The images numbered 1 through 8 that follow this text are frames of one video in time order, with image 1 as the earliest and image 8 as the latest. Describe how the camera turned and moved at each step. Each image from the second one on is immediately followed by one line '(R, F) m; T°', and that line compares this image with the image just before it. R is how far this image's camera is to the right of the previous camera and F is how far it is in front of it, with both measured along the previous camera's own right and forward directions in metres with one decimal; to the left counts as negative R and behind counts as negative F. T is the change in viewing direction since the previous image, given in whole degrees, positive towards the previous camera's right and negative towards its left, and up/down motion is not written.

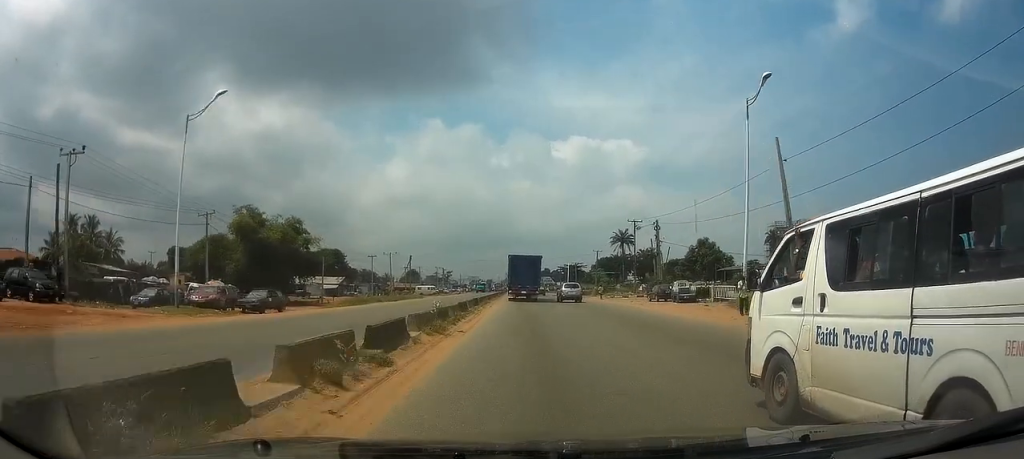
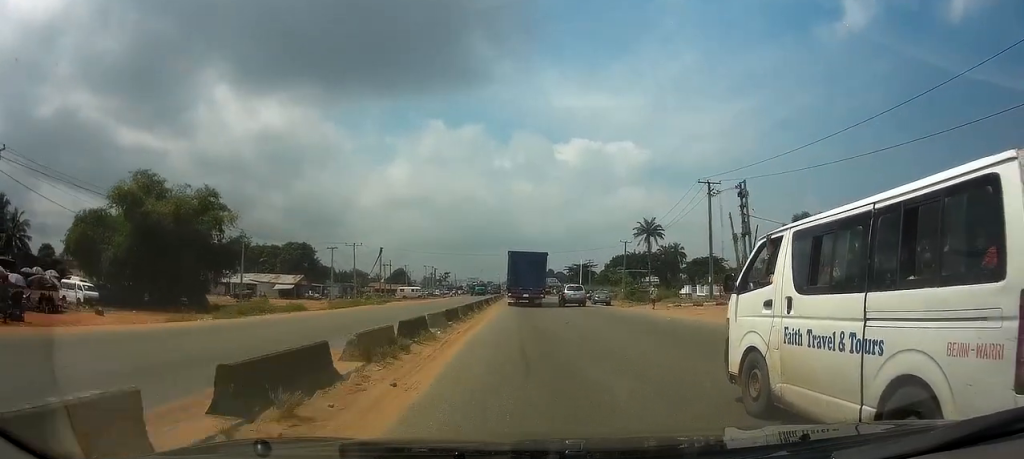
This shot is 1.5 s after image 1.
(-0.1, +27.2) m; 0°
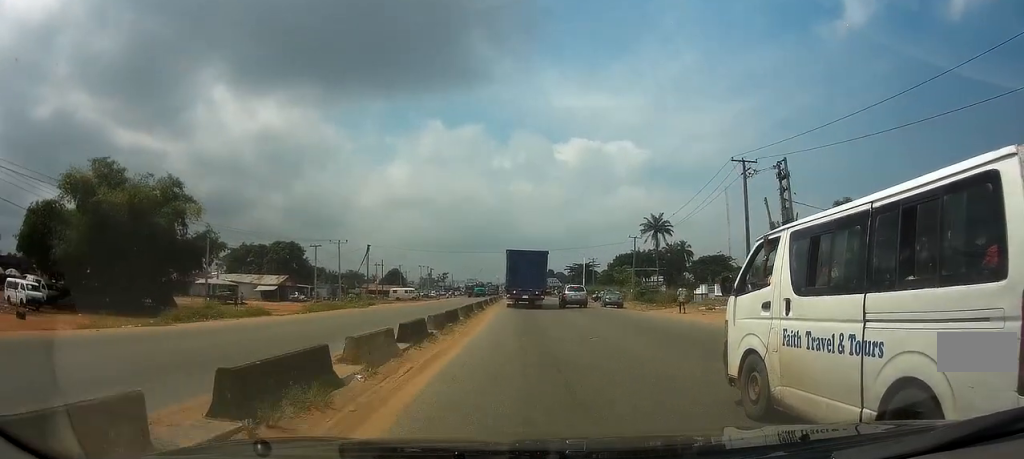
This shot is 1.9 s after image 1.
(0.0, +7.3) m; 0°
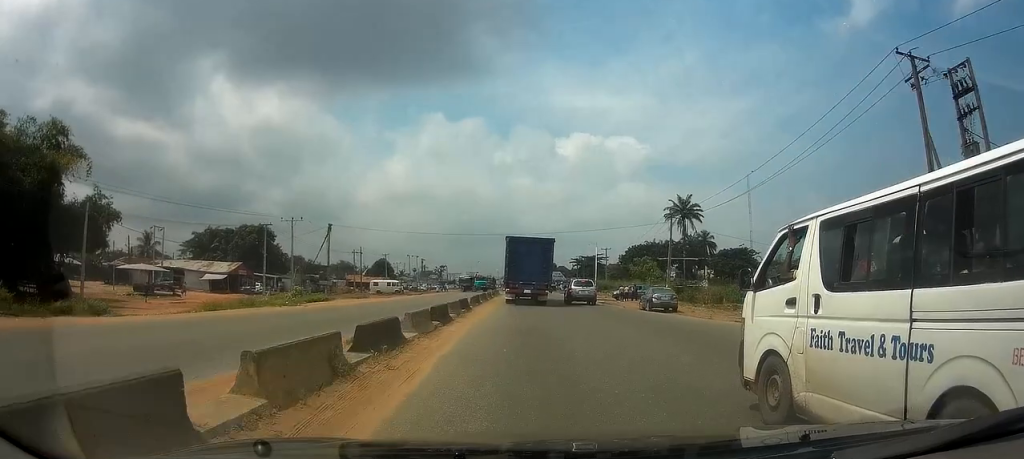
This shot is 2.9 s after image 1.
(0.0, +17.5) m; 0°
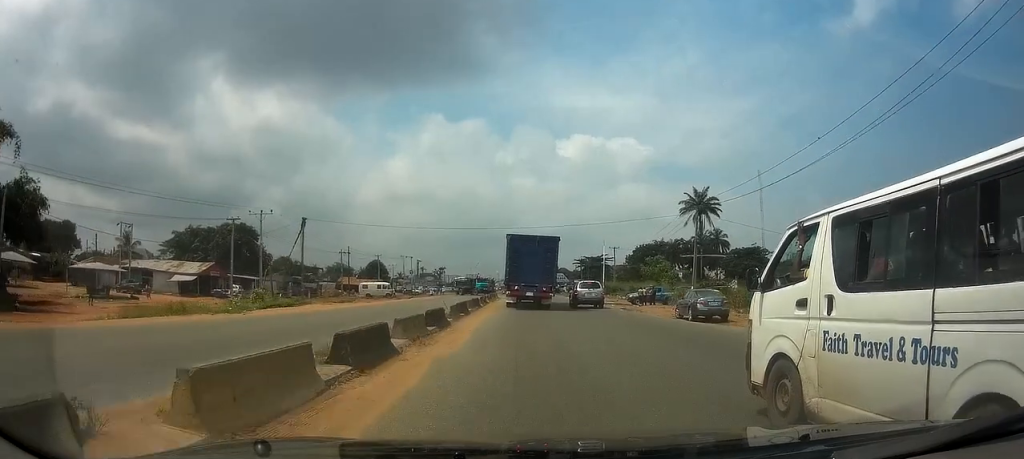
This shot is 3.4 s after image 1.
(0.0, +8.6) m; 0°
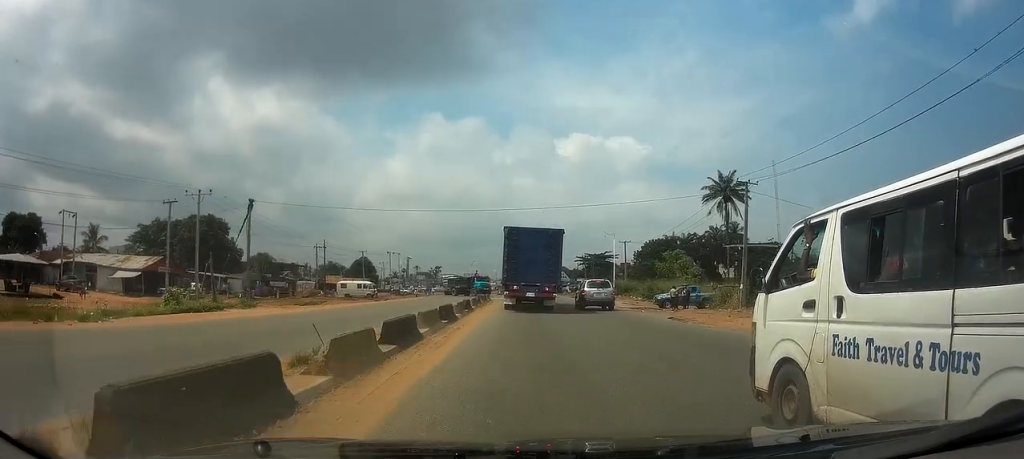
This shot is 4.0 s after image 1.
(0.0, +11.4) m; 0°
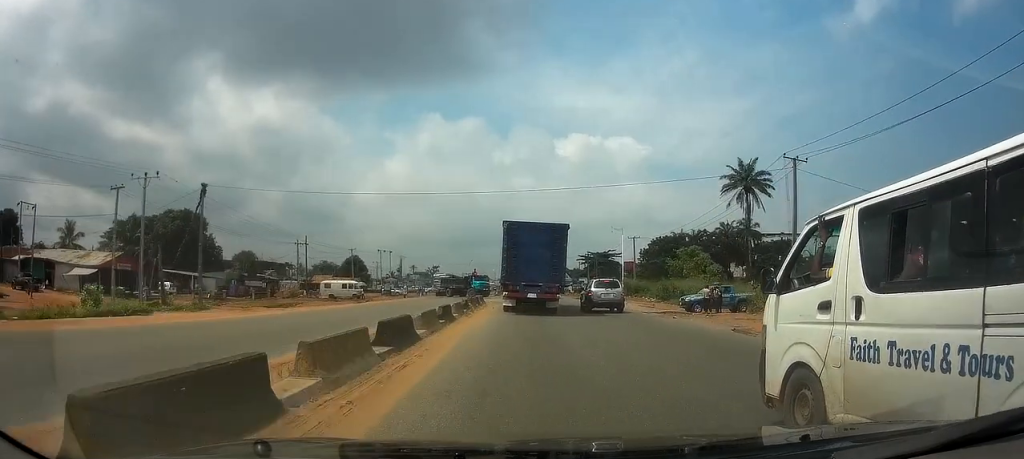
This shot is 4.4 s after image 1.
(0.0, +7.8) m; 0°
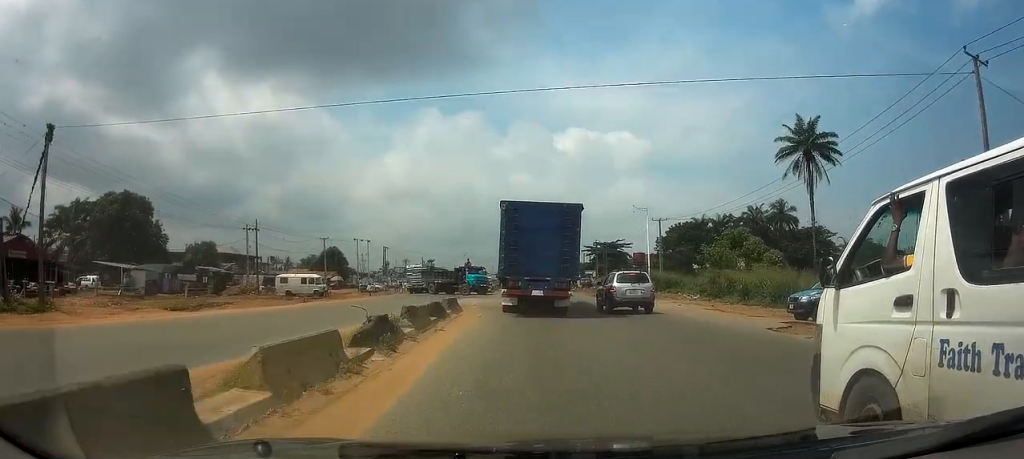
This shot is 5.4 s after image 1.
(0.0, +15.8) m; 0°
